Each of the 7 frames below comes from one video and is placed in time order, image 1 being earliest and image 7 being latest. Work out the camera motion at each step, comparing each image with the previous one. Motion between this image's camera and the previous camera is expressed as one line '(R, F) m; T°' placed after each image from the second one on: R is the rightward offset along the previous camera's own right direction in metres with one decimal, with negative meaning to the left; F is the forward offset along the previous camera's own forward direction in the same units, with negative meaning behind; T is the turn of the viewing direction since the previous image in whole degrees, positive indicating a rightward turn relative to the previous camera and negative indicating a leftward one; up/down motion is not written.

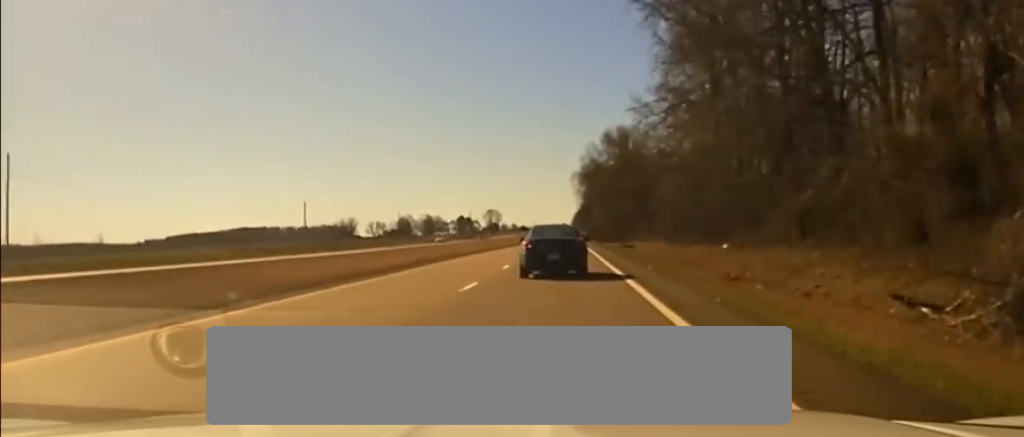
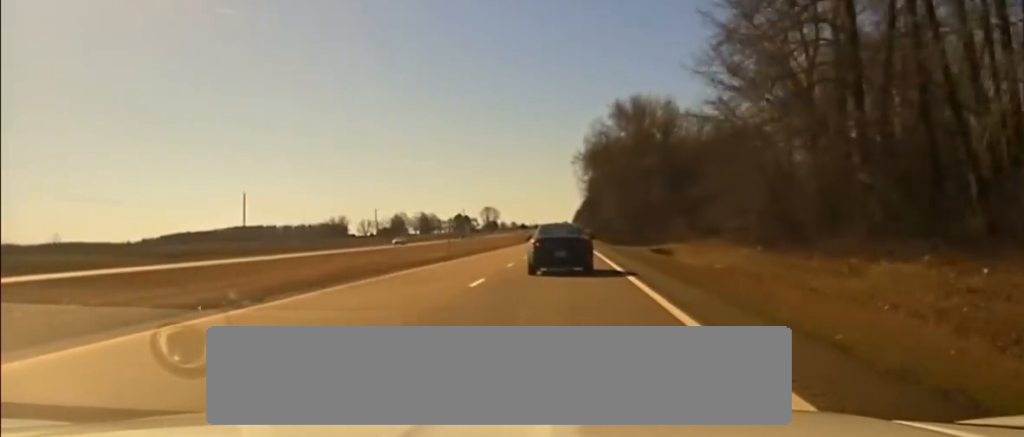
(-0.2, +34.2) m; 0°
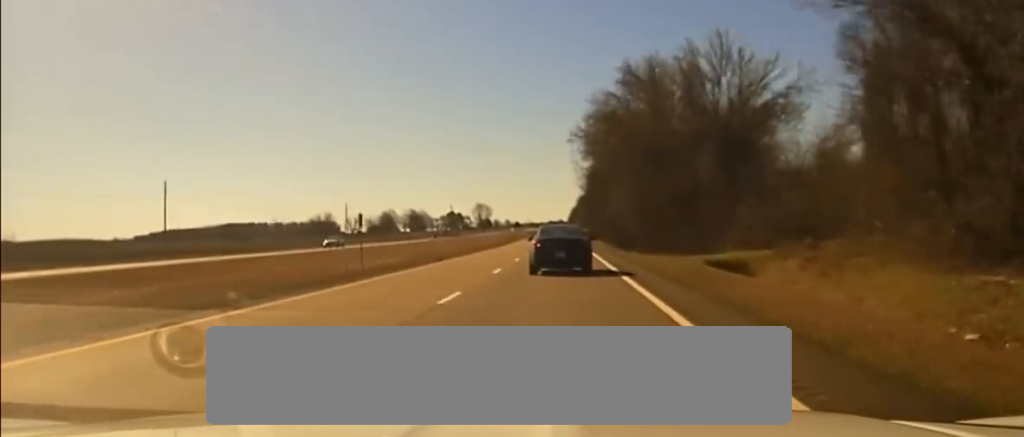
(-0.2, +29.0) m; 0°
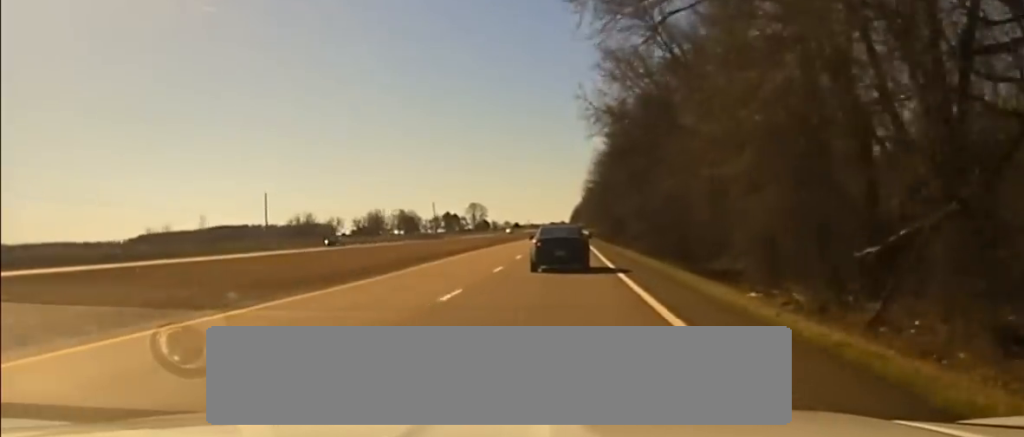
(+0.4, +60.4) m; 0°
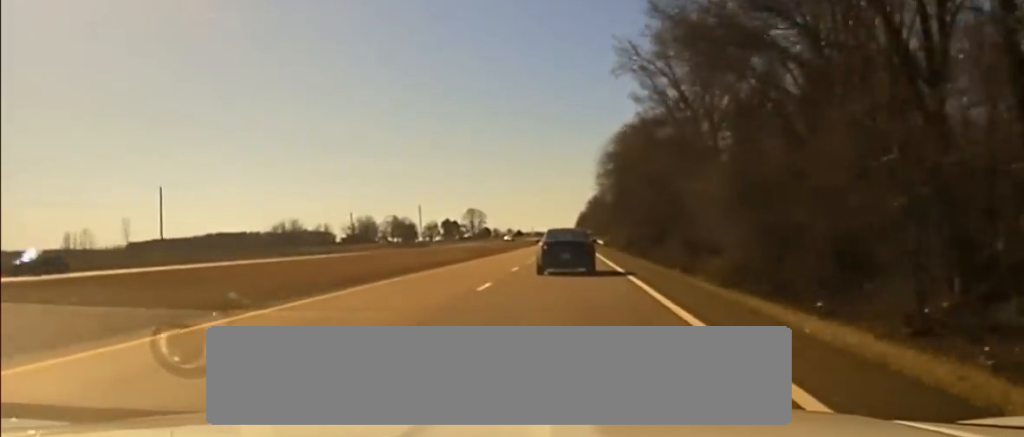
(0.0, +44.5) m; 0°
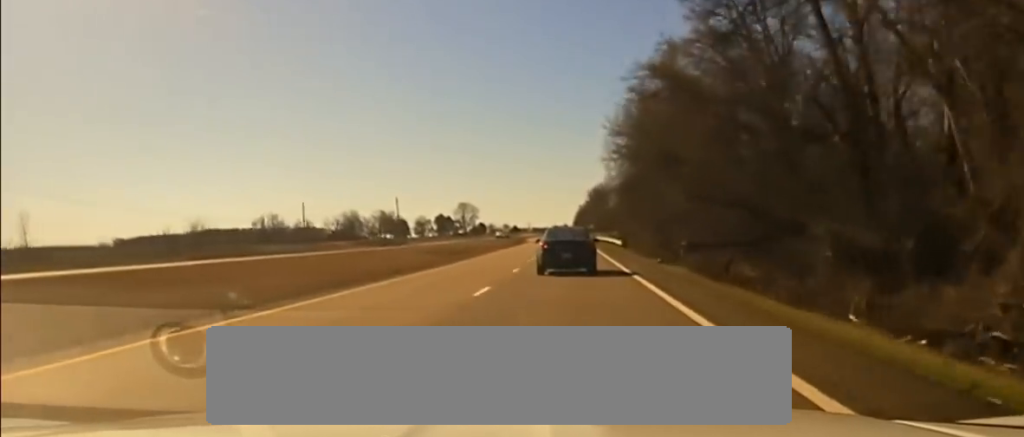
(-0.1, +38.1) m; 0°
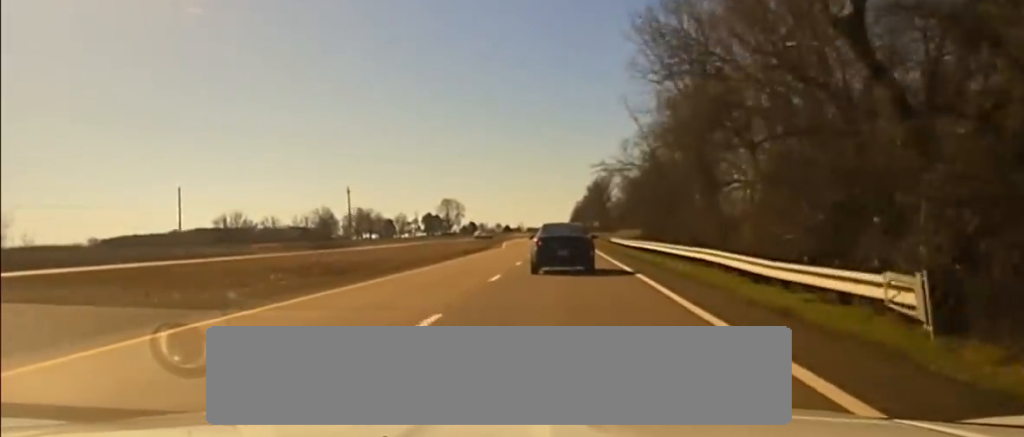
(+0.2, +56.7) m; 0°
